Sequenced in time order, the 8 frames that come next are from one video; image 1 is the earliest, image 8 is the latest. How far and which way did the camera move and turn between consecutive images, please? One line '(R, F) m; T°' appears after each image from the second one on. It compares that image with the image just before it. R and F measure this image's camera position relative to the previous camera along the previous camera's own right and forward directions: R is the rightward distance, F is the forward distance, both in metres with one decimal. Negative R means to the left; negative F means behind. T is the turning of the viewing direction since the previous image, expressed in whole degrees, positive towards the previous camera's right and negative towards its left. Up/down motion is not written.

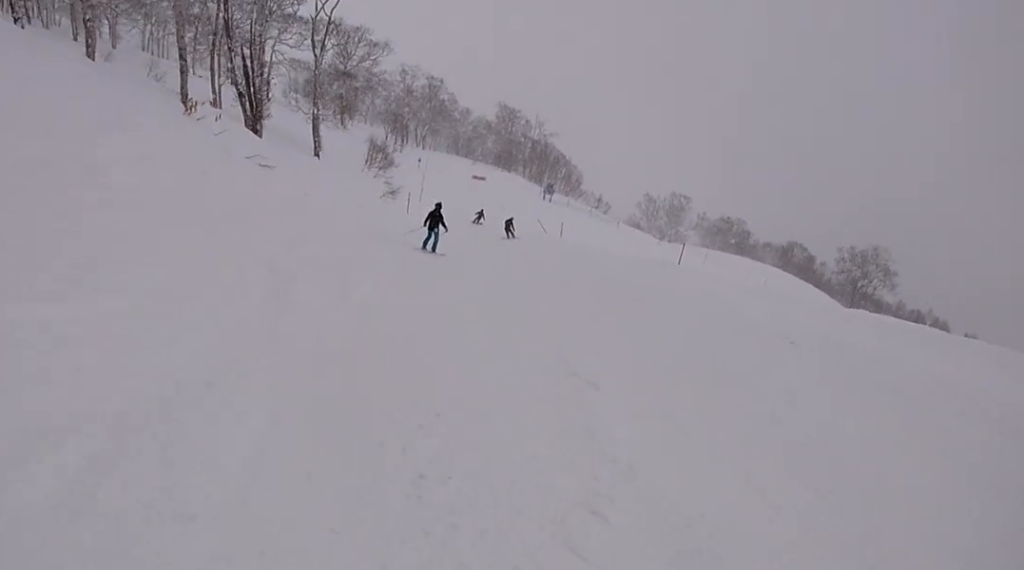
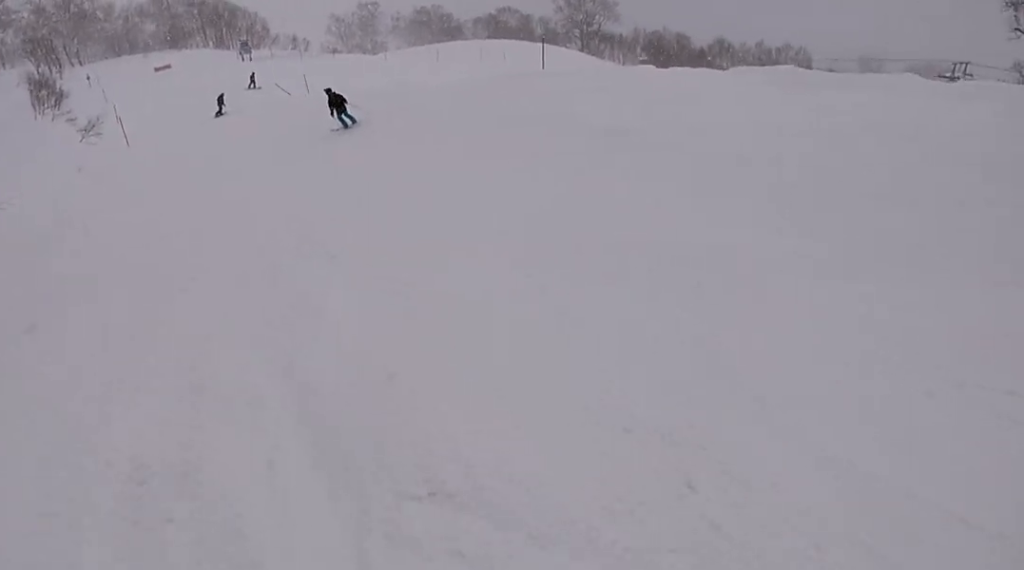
(+0.9, +10.9) m; +24°
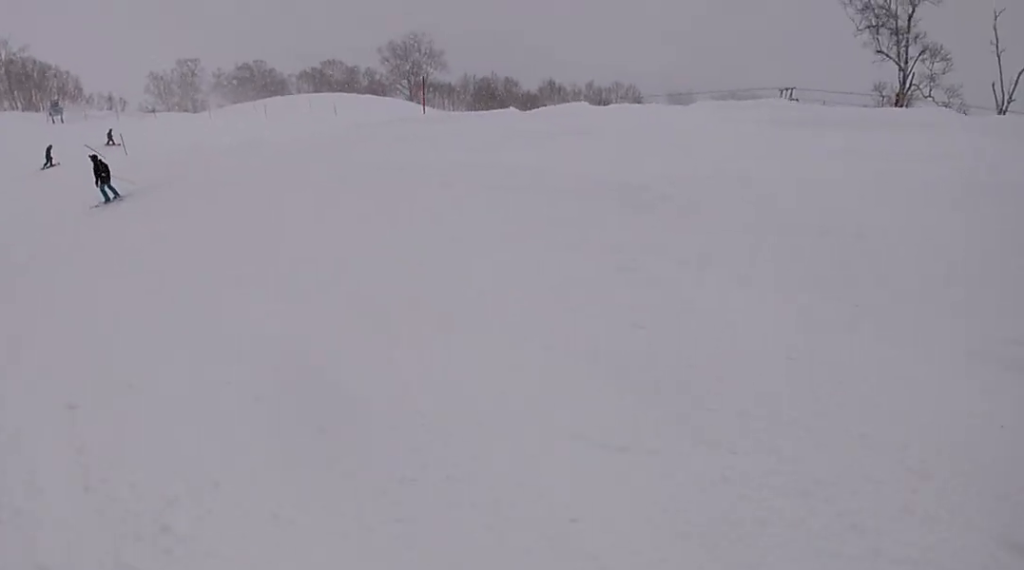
(+0.9, +5.5) m; +7°
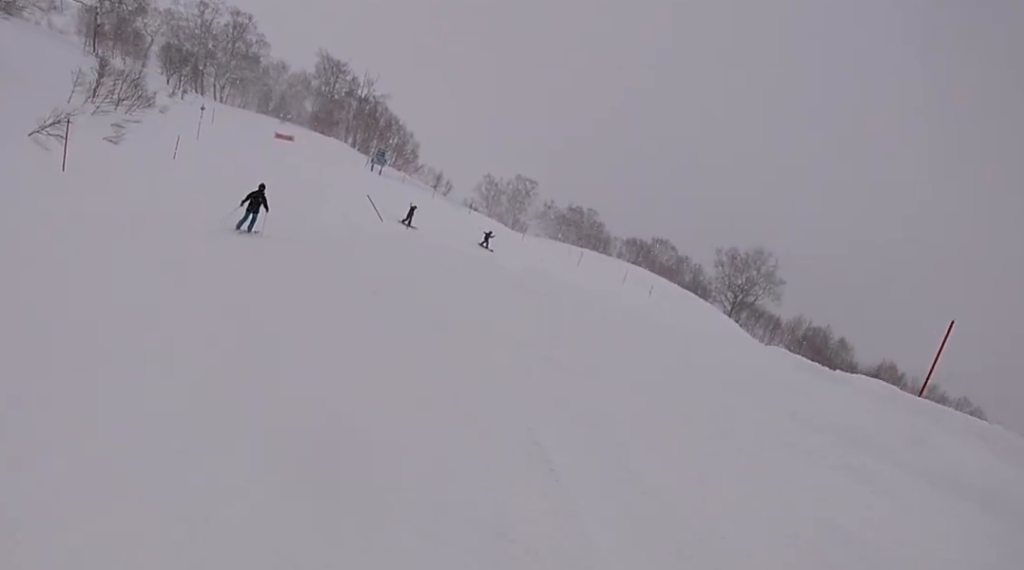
(-0.4, +8.4) m; -14°
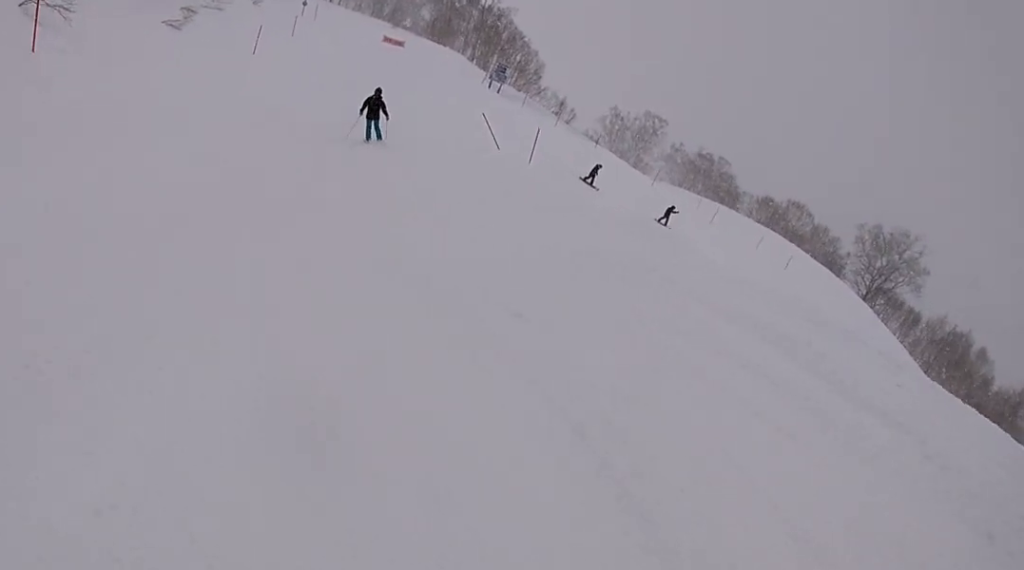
(-0.9, +5.5) m; -8°
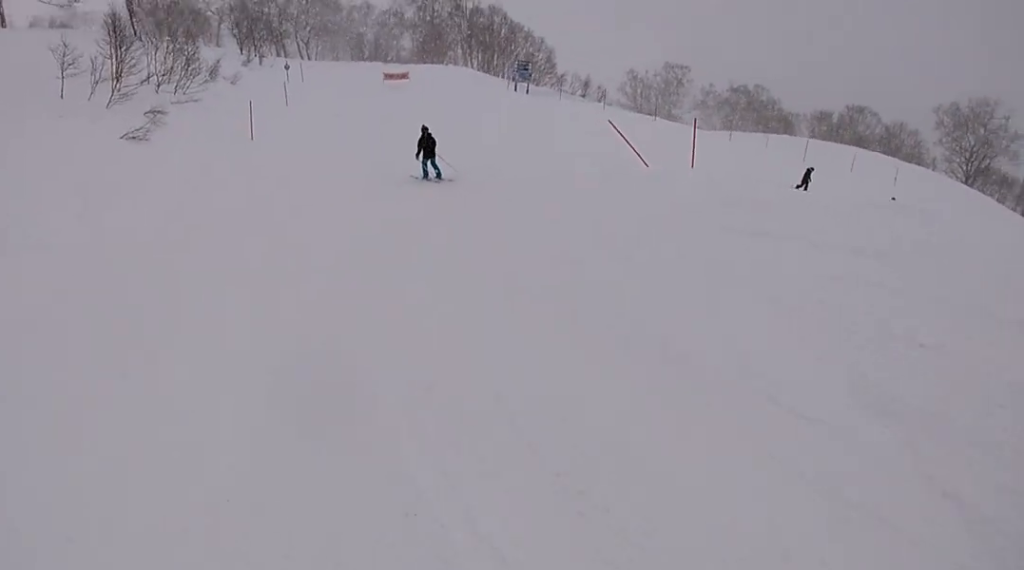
(+0.2, +7.8) m; +10°
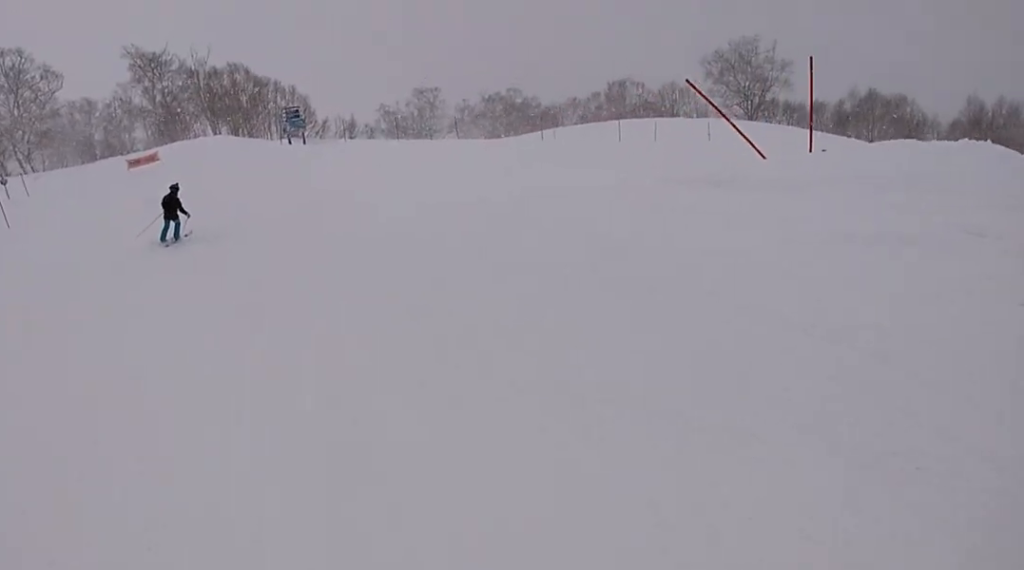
(+1.3, +9.0) m; +7°
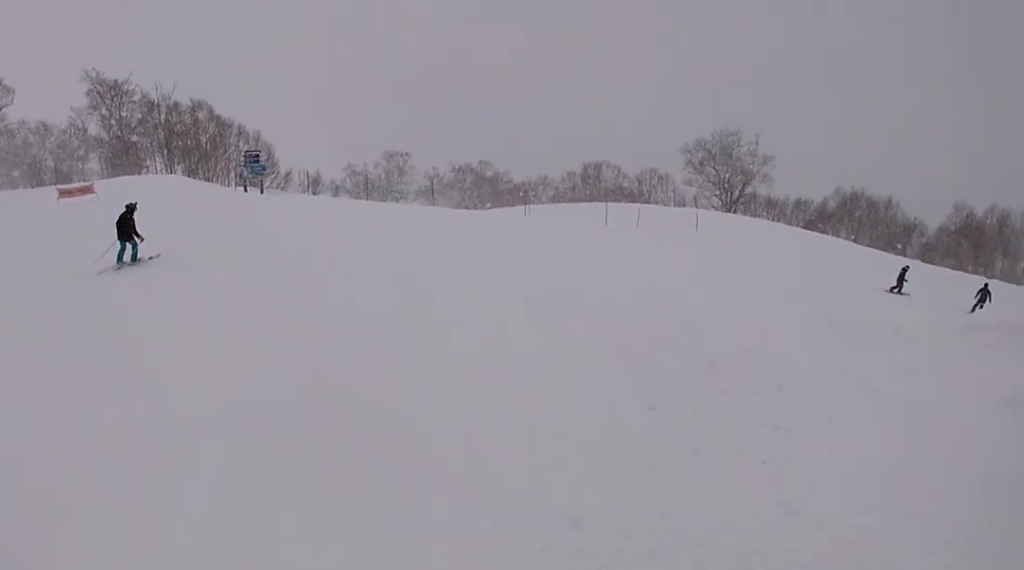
(-0.2, +4.3) m; 0°
